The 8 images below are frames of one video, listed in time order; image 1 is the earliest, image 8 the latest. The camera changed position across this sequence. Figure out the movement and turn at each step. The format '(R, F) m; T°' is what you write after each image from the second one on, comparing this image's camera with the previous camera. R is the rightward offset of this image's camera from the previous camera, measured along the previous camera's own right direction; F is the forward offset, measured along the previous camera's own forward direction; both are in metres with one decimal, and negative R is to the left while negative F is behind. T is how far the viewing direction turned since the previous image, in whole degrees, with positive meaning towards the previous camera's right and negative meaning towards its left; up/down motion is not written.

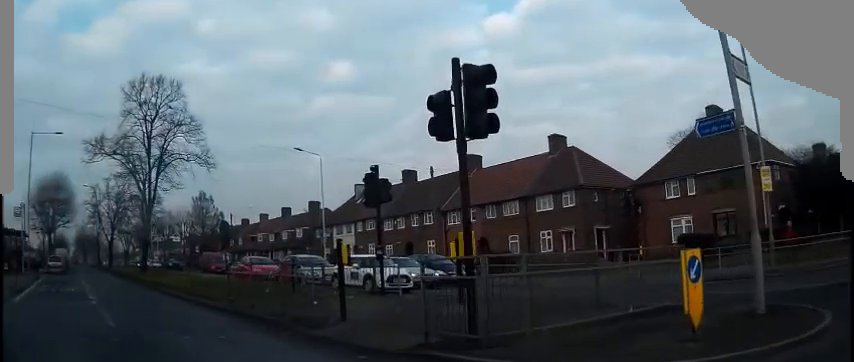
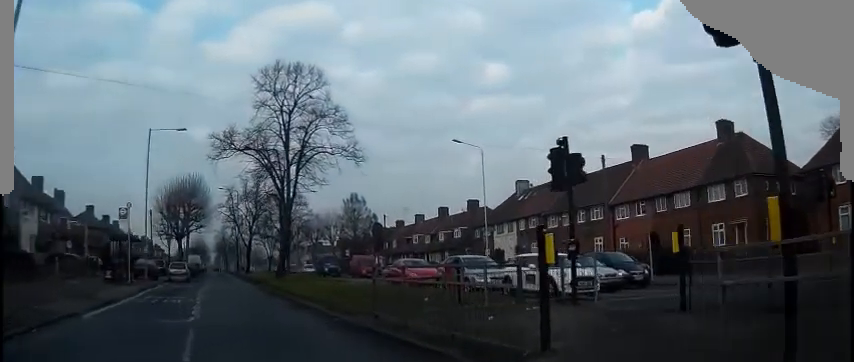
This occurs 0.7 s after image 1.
(-0.6, +3.8) m; -14°
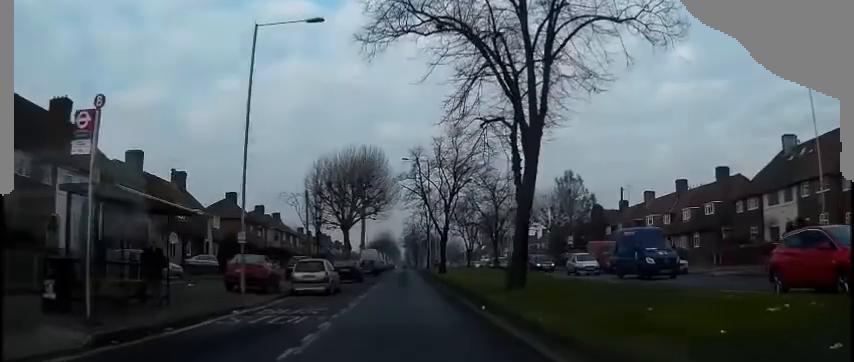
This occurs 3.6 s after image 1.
(-4.4, +18.5) m; -18°
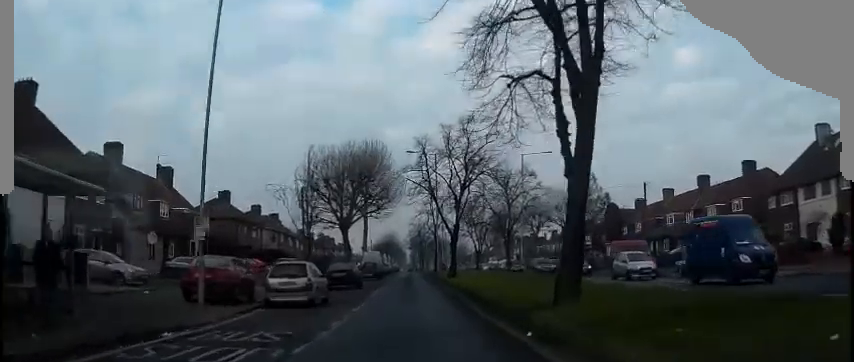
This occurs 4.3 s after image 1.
(-0.1, +5.5) m; -1°
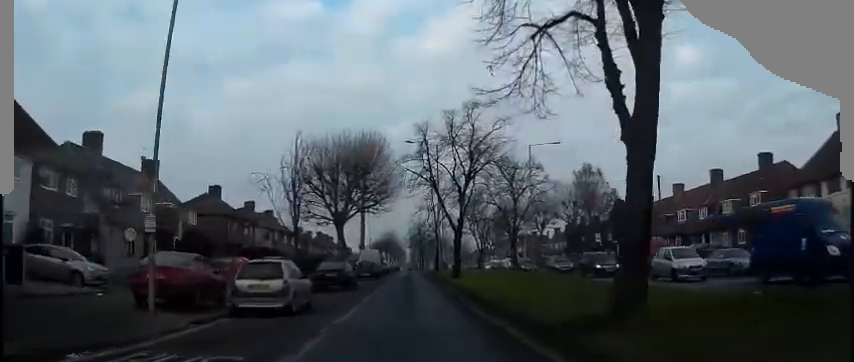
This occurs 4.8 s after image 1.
(0.0, +3.8) m; 0°
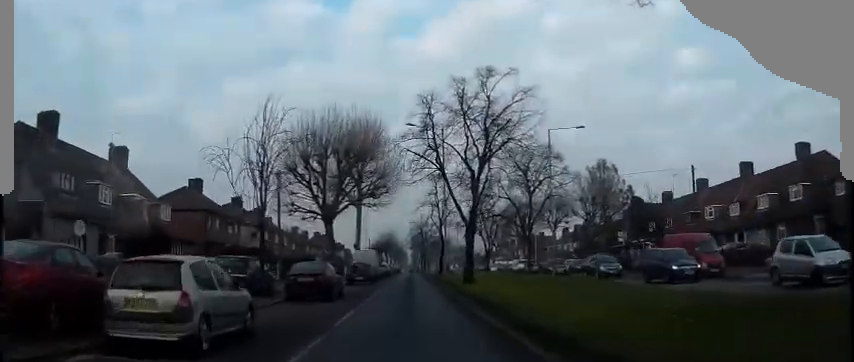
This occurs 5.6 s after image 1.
(0.0, +7.2) m; 0°
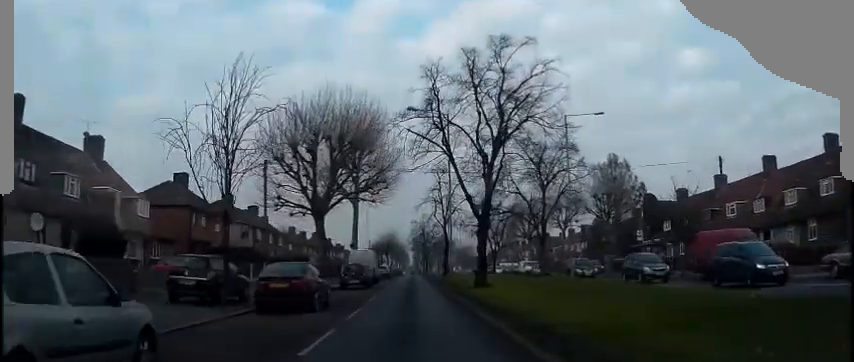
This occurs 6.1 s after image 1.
(0.0, +4.5) m; 0°
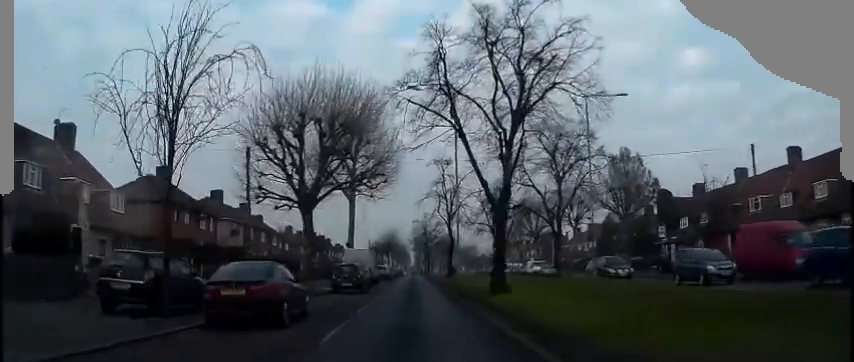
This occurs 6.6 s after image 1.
(0.0, +4.5) m; 0°
